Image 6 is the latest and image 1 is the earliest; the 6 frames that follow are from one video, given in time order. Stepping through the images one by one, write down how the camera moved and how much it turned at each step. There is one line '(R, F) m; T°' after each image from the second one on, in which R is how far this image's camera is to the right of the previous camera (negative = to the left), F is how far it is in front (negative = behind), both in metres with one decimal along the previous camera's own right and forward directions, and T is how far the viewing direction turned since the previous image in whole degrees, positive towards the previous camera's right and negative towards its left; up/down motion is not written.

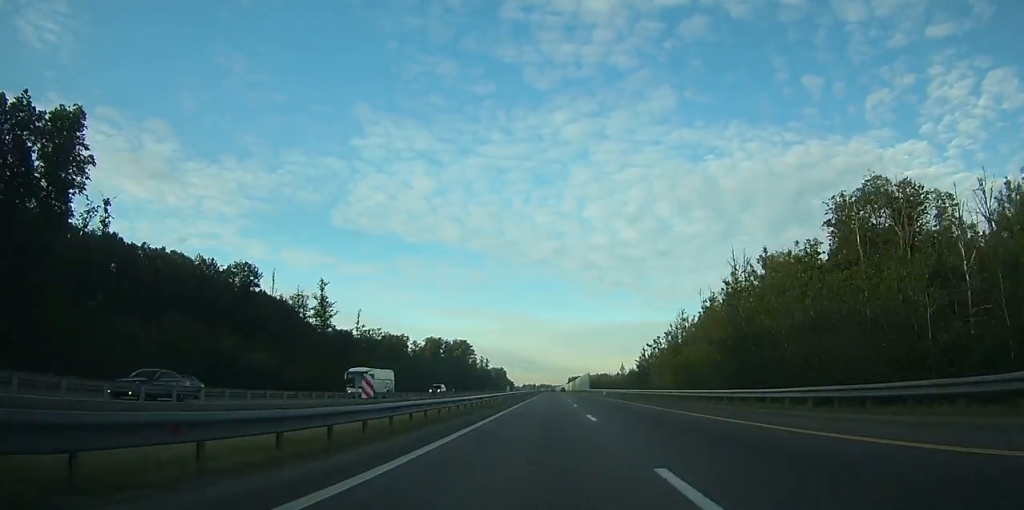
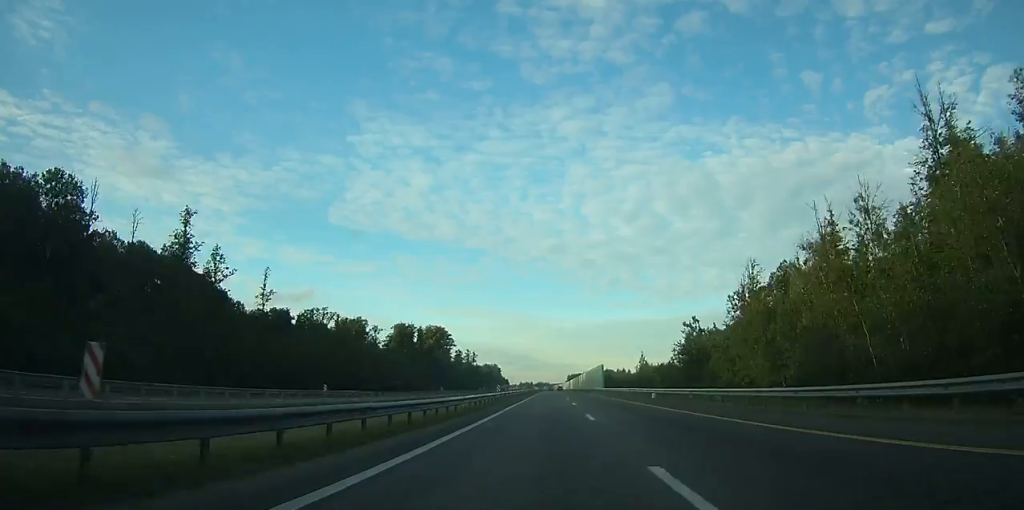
(0.0, +46.4) m; 0°
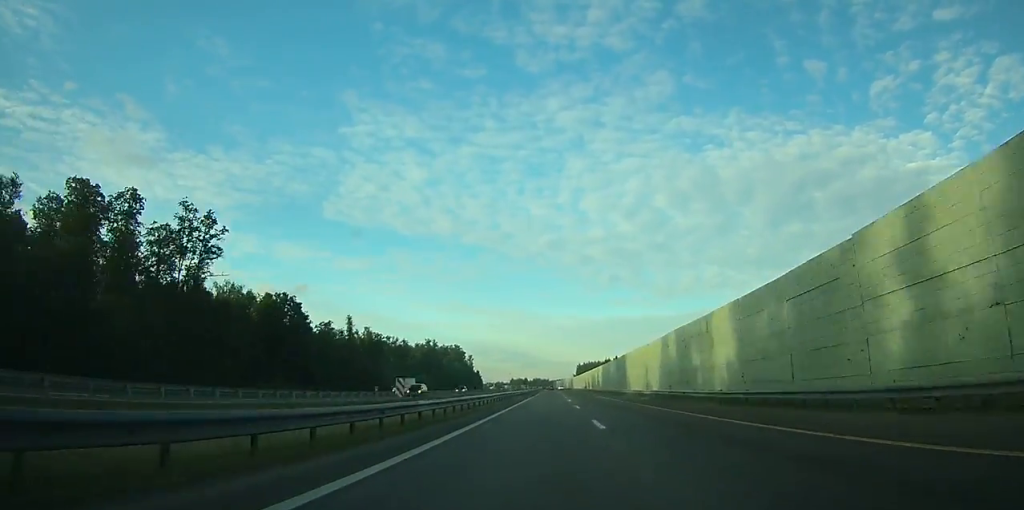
(+0.5, +215.6) m; 0°
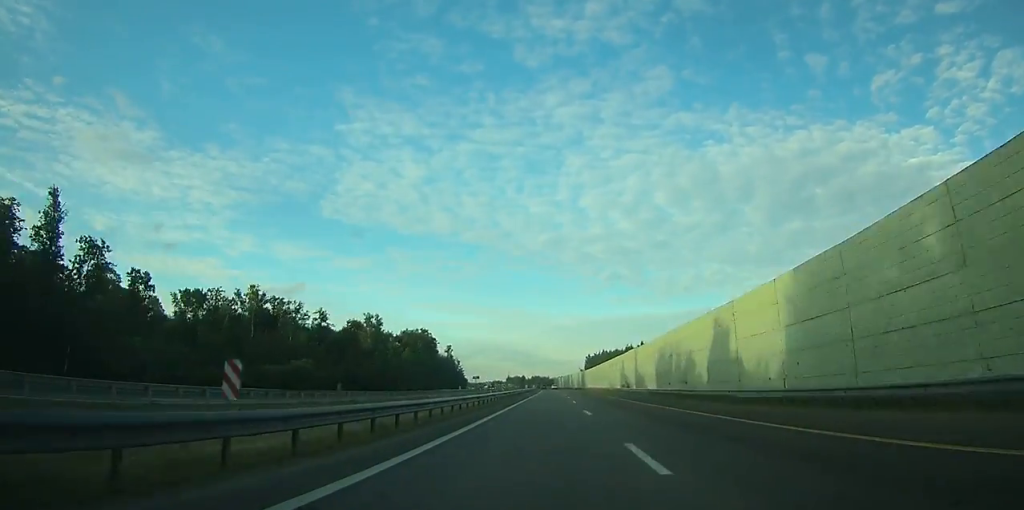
(0.0, +90.2) m; 0°
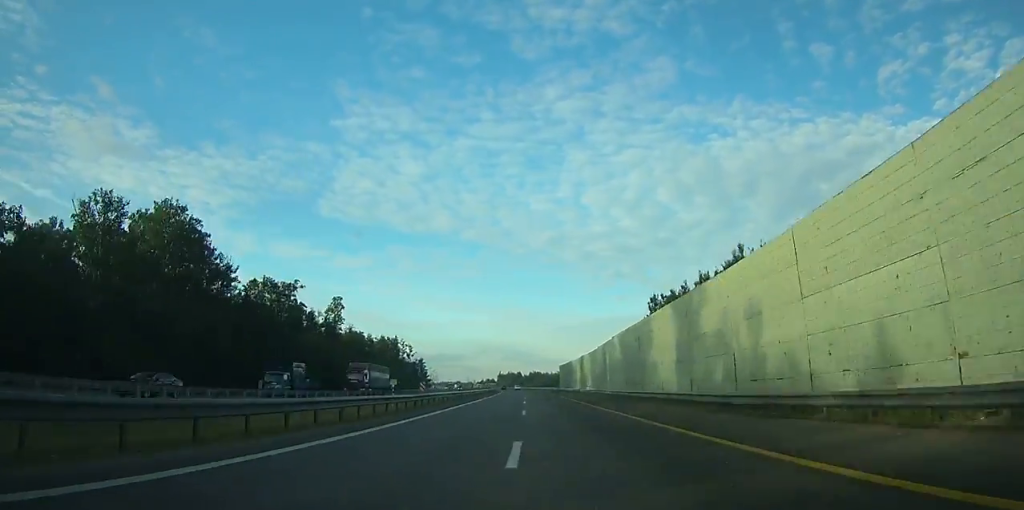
(-1.2, +184.3) m; -2°
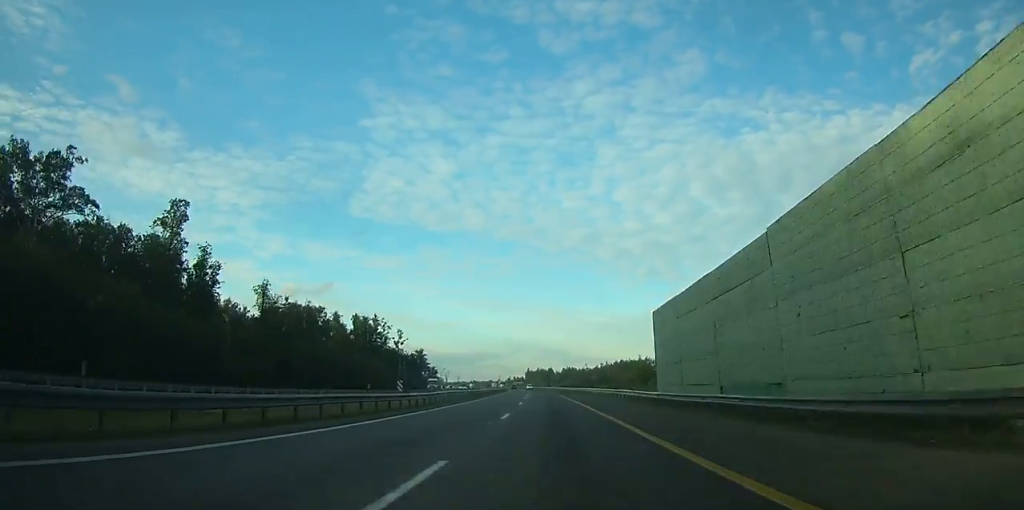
(-1.6, +88.7) m; -2°
